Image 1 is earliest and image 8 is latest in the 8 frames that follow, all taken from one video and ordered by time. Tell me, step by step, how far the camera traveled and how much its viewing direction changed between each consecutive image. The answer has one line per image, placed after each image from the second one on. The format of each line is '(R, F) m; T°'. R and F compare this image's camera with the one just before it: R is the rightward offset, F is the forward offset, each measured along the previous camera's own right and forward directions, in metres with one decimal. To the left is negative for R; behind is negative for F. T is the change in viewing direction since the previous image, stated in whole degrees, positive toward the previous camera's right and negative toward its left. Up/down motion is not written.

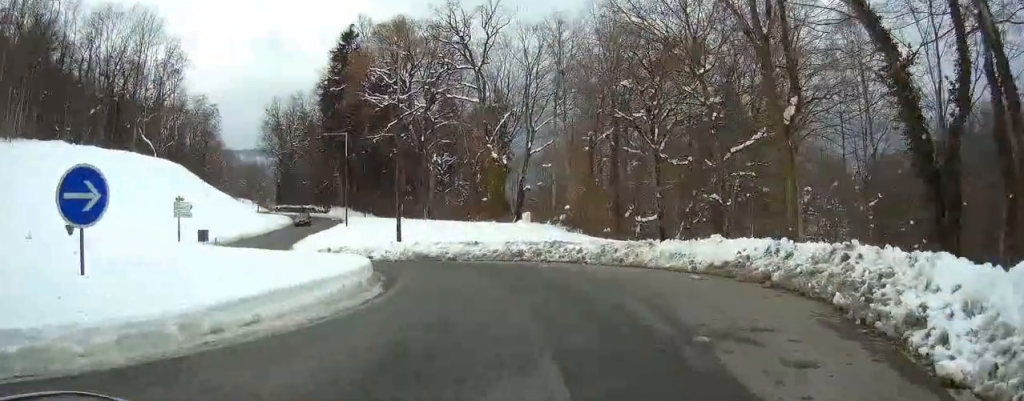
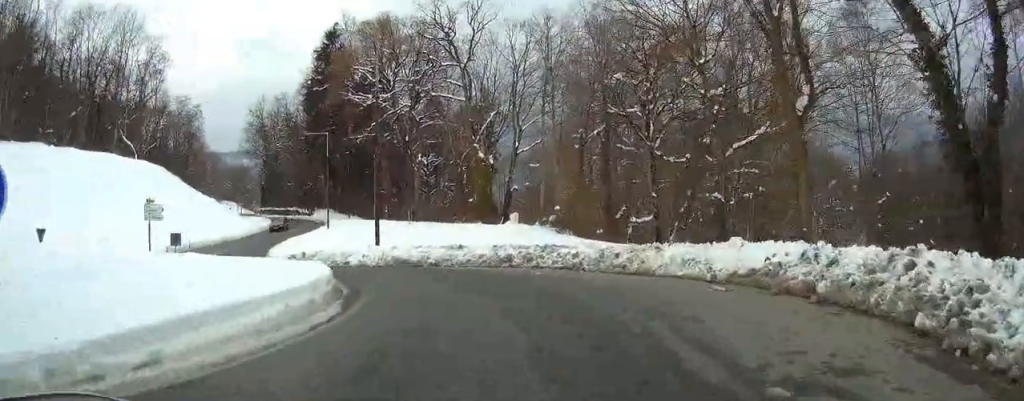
(0.0, +1.6) m; +2°
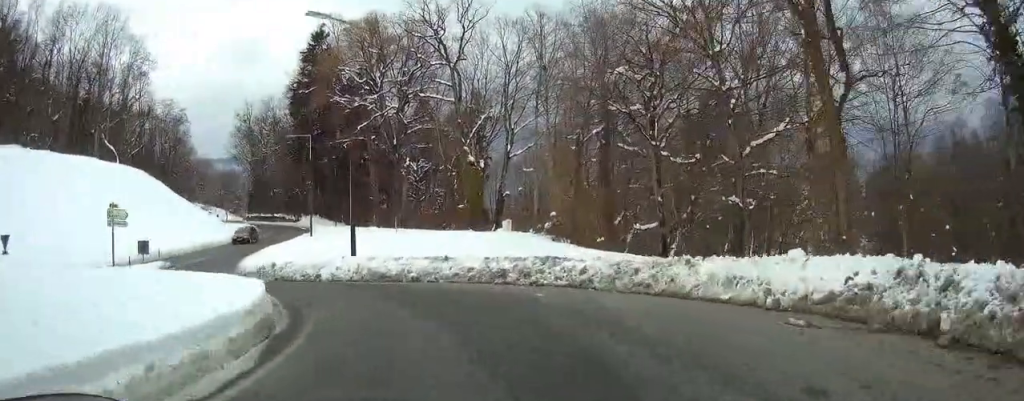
(0.0, +2.8) m; -2°
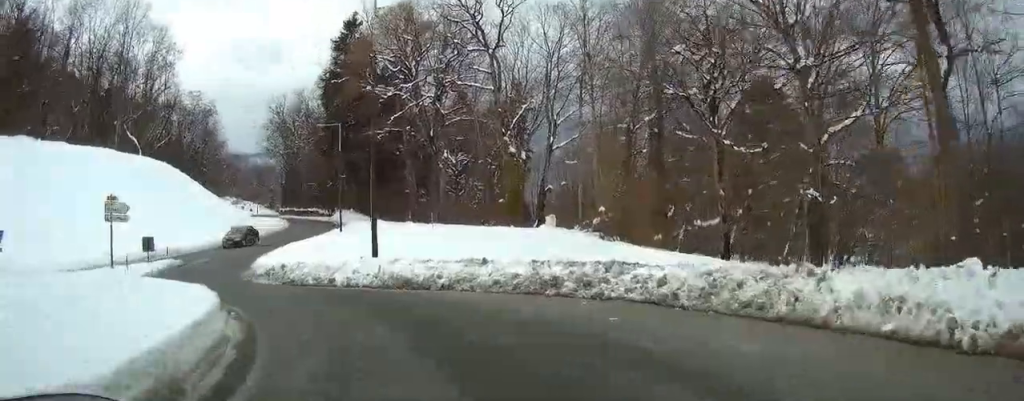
(+0.2, +3.3) m; -3°
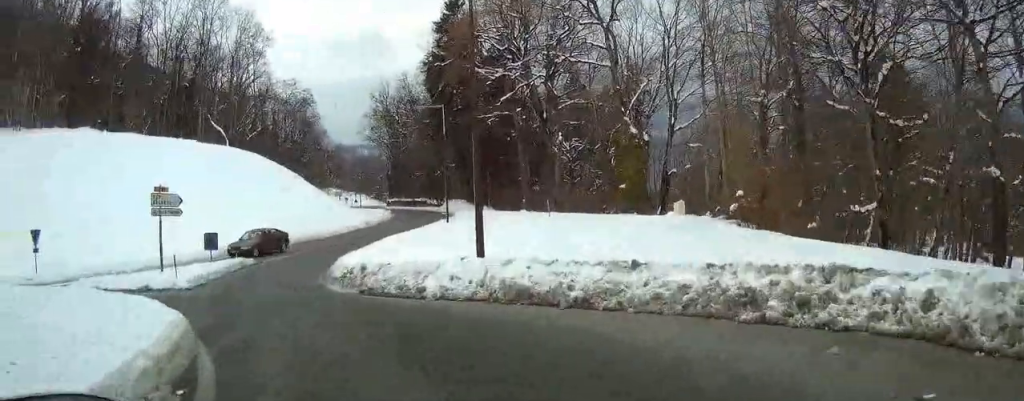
(-0.4, +4.9) m; -10°
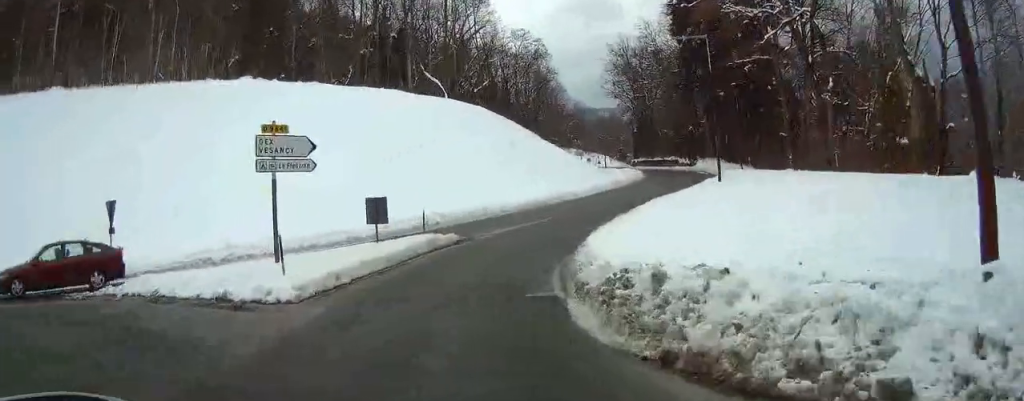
(-1.7, +9.9) m; -16°
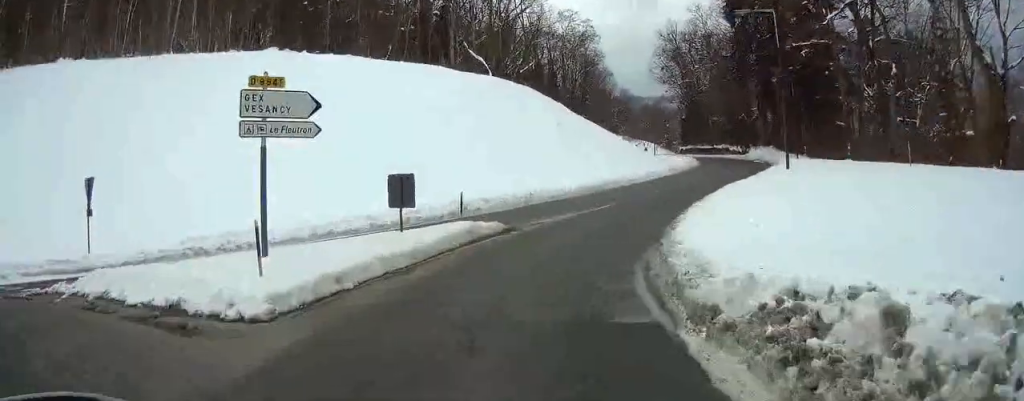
(-0.3, +3.6) m; -1°
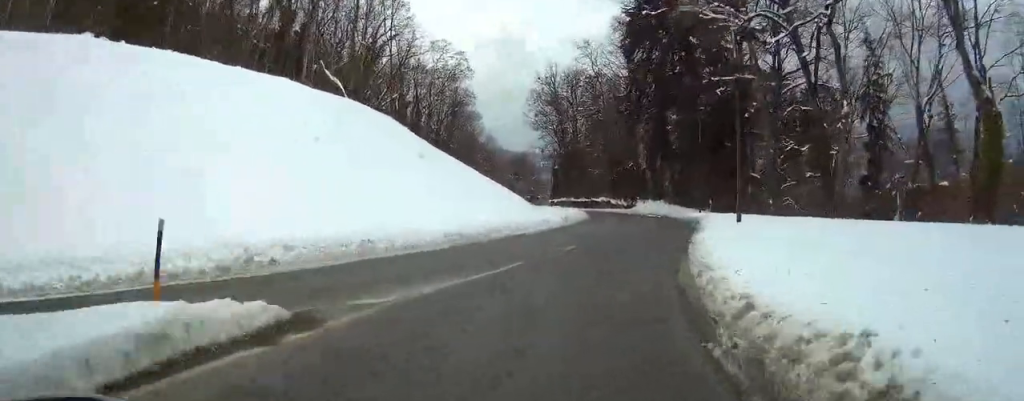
(0.0, +10.3) m; +9°
